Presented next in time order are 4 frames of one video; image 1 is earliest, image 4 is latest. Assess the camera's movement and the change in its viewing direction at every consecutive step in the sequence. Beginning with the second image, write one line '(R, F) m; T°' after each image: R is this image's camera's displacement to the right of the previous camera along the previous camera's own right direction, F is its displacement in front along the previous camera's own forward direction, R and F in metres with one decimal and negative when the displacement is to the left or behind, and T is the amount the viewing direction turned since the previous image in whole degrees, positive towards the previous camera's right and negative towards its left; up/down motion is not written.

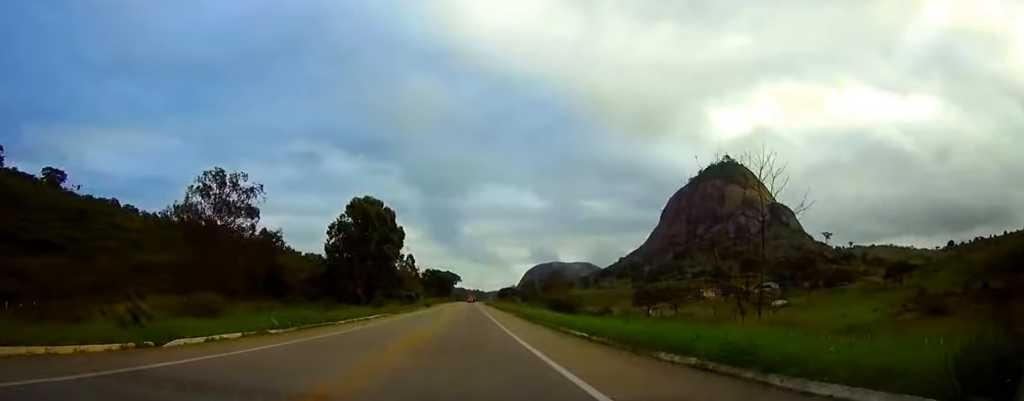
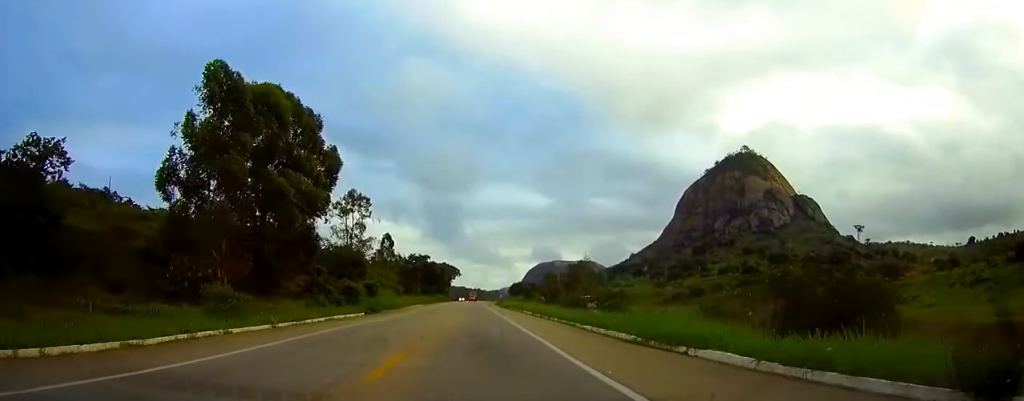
(-0.1, +73.9) m; 0°
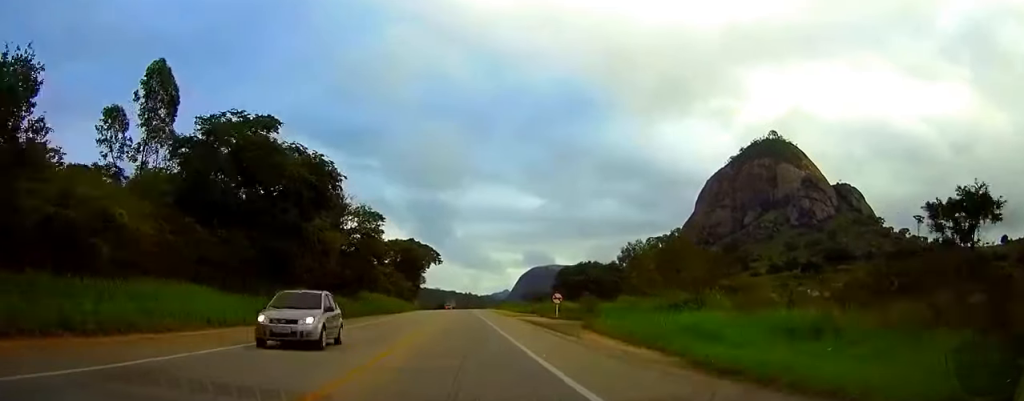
(+0.9, +134.4) m; +1°
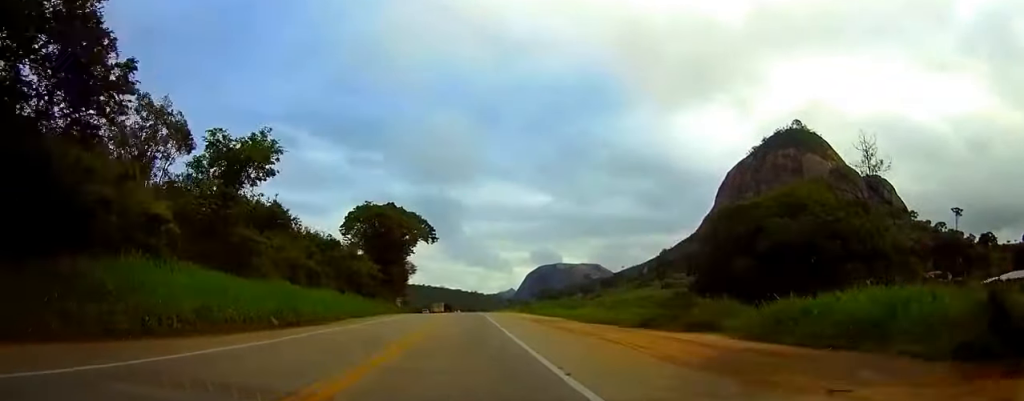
(-0.4, +57.7) m; -1°
